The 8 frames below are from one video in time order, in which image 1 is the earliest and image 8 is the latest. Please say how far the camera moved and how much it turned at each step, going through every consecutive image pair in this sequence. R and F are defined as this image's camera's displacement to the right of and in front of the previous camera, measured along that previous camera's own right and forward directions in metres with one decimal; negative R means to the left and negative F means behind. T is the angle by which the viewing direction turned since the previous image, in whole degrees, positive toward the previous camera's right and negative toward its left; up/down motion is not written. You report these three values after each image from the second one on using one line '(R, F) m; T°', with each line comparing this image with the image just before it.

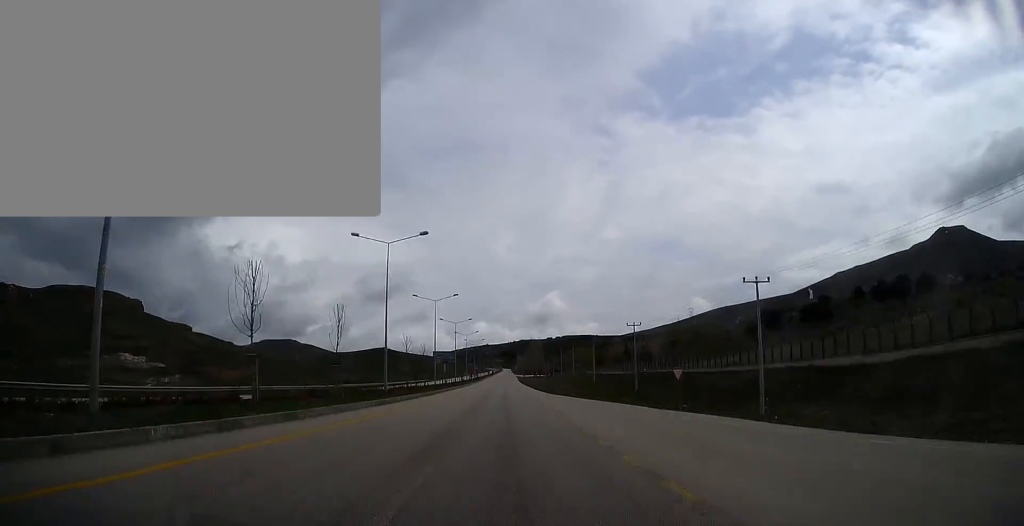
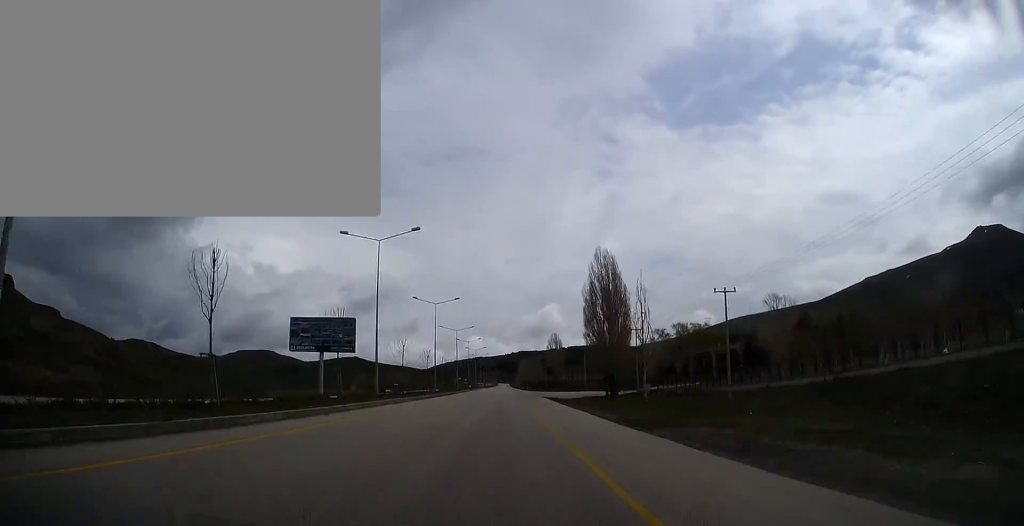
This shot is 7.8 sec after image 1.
(+1.1, +281.8) m; 0°
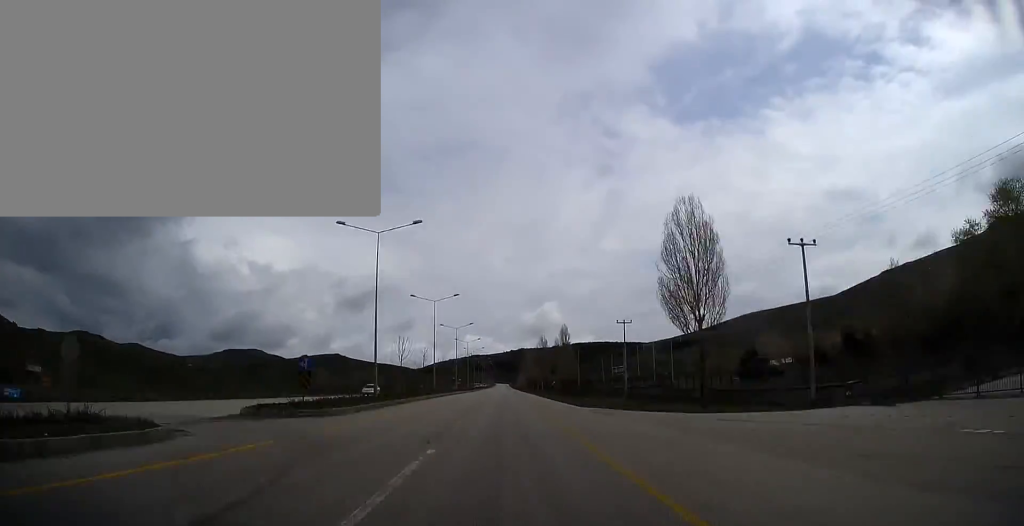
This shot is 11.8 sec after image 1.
(+0.2, +149.8) m; 0°
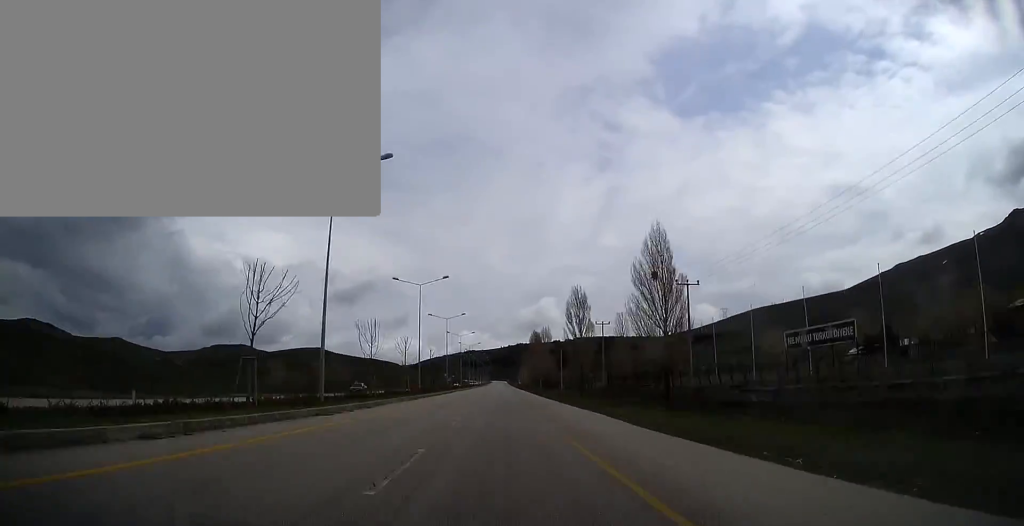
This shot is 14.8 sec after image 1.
(-0.1, +97.6) m; 0°
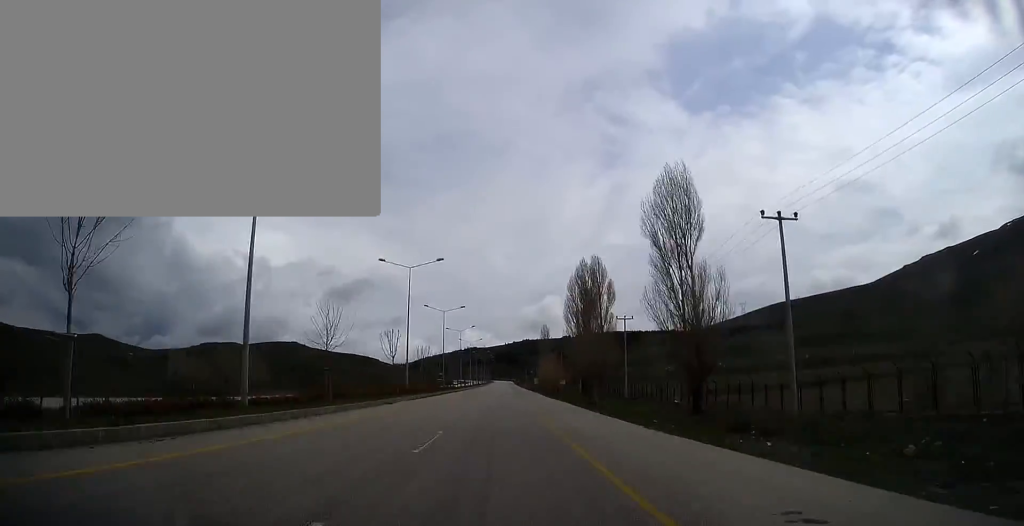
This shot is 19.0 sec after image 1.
(0.0, +101.0) m; 0°
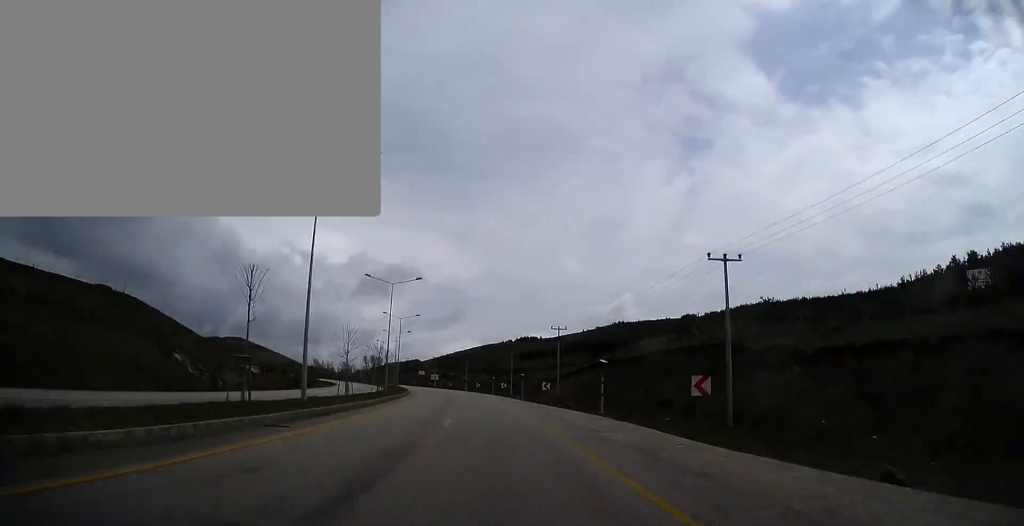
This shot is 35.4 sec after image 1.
(-23.2, +350.2) m; -14°
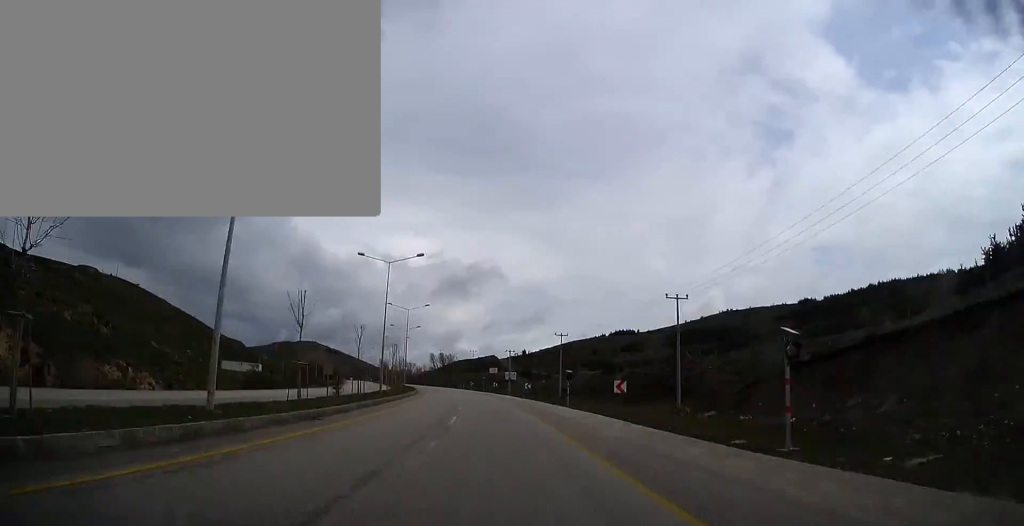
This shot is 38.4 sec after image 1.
(-6.0, +74.4) m; -6°
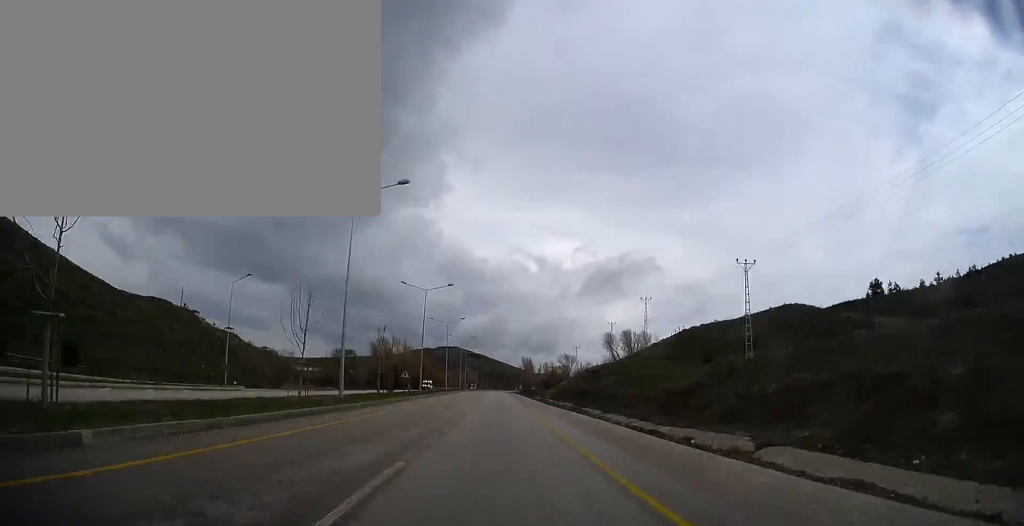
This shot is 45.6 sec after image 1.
(-19.4, +181.8) m; -9°
